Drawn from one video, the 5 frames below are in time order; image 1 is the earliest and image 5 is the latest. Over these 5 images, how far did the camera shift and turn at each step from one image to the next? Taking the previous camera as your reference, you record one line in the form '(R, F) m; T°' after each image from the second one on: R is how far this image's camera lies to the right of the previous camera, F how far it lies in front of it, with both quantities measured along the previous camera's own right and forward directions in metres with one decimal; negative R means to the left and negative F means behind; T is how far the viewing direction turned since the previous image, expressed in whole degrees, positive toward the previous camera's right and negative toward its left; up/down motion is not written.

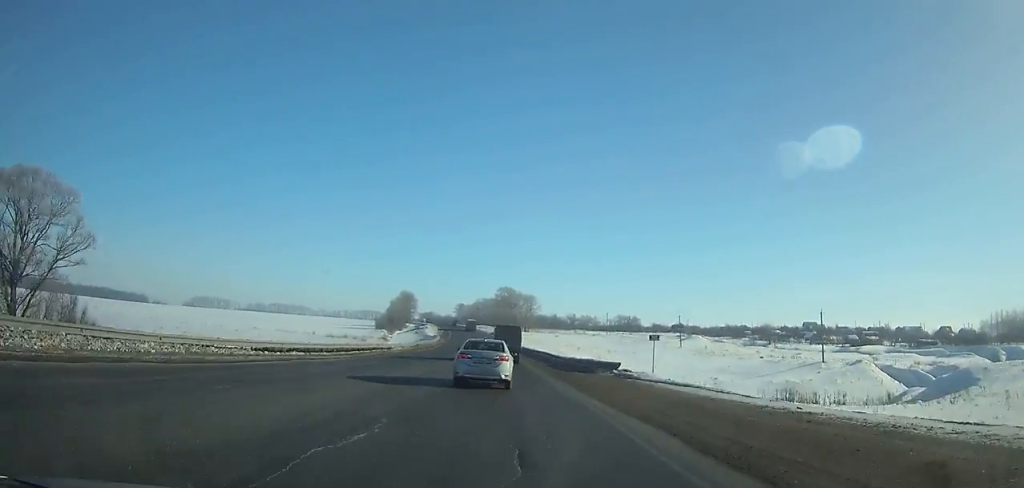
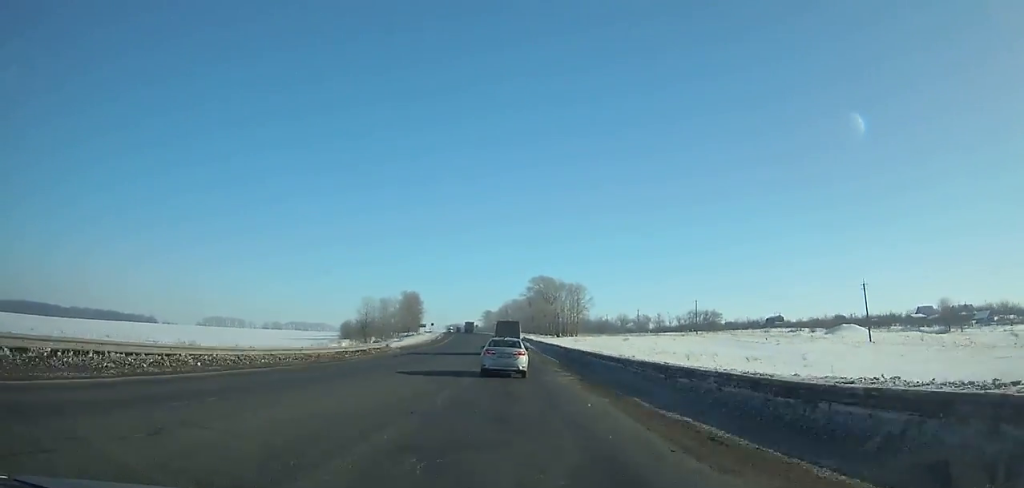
(-2.9, +81.1) m; -3°
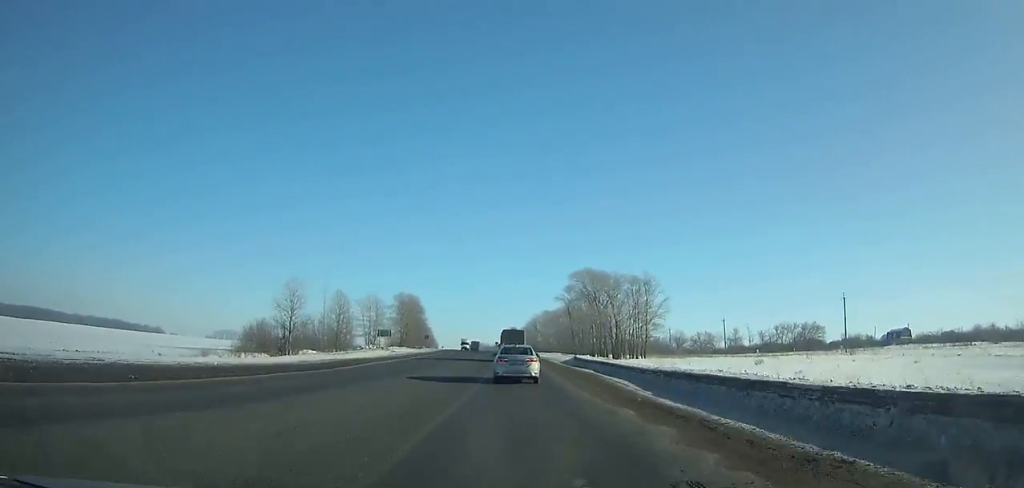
(-1.0, +62.3) m; -2°
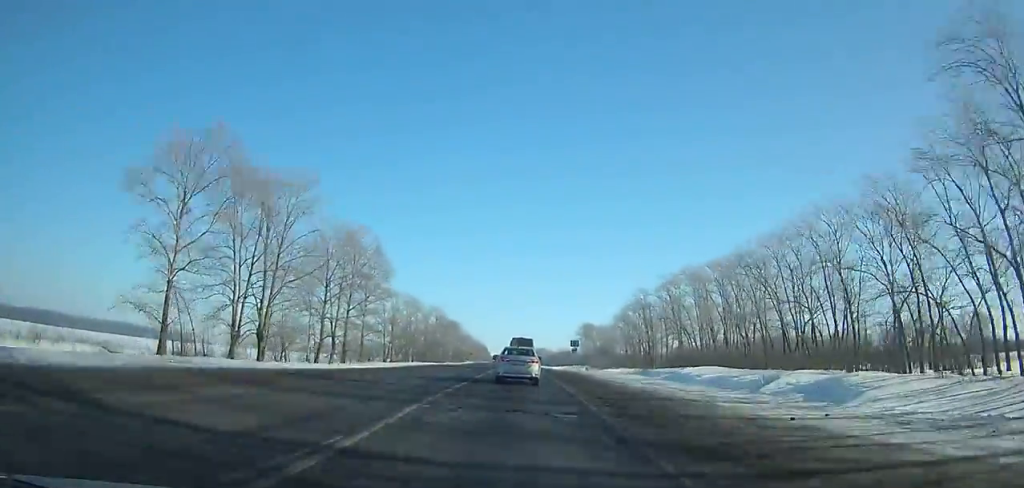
(-8.7, +132.9) m; -6°
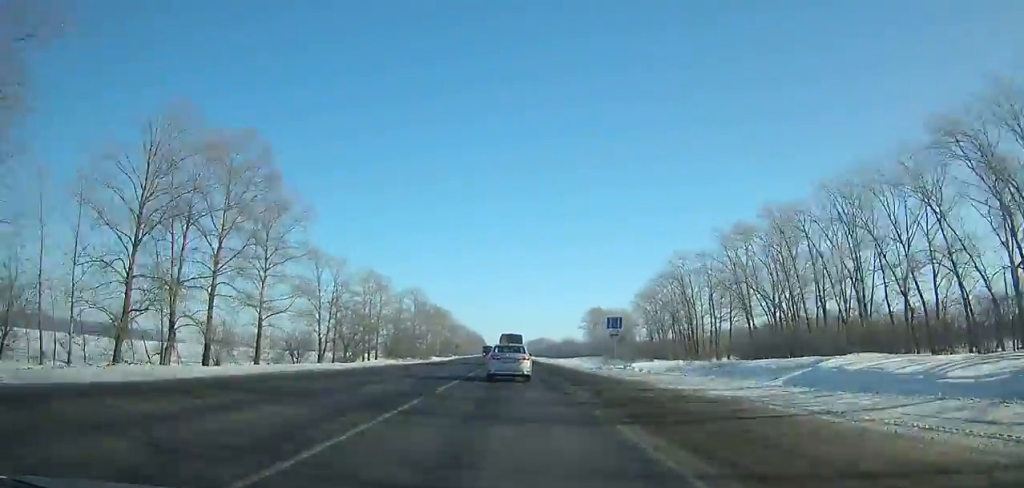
(+0.3, +36.5) m; 0°
